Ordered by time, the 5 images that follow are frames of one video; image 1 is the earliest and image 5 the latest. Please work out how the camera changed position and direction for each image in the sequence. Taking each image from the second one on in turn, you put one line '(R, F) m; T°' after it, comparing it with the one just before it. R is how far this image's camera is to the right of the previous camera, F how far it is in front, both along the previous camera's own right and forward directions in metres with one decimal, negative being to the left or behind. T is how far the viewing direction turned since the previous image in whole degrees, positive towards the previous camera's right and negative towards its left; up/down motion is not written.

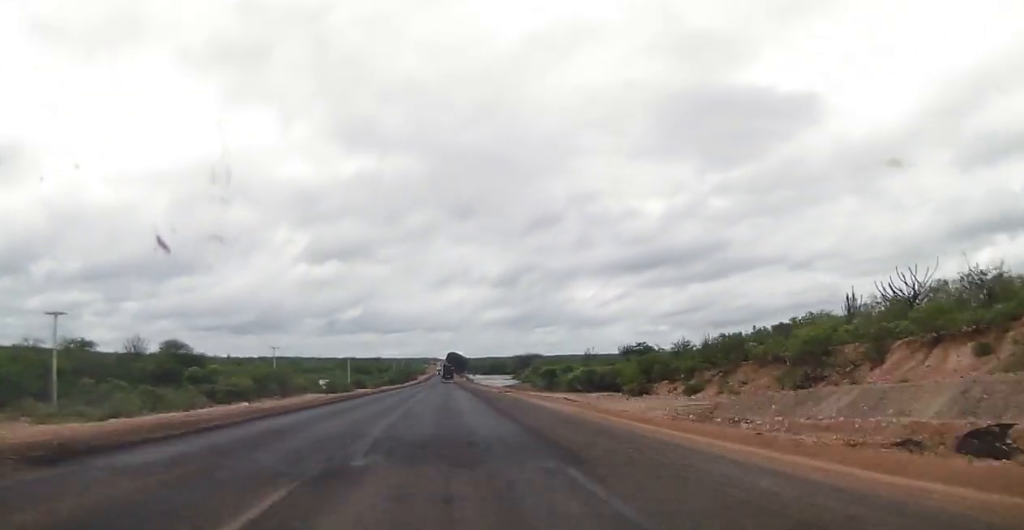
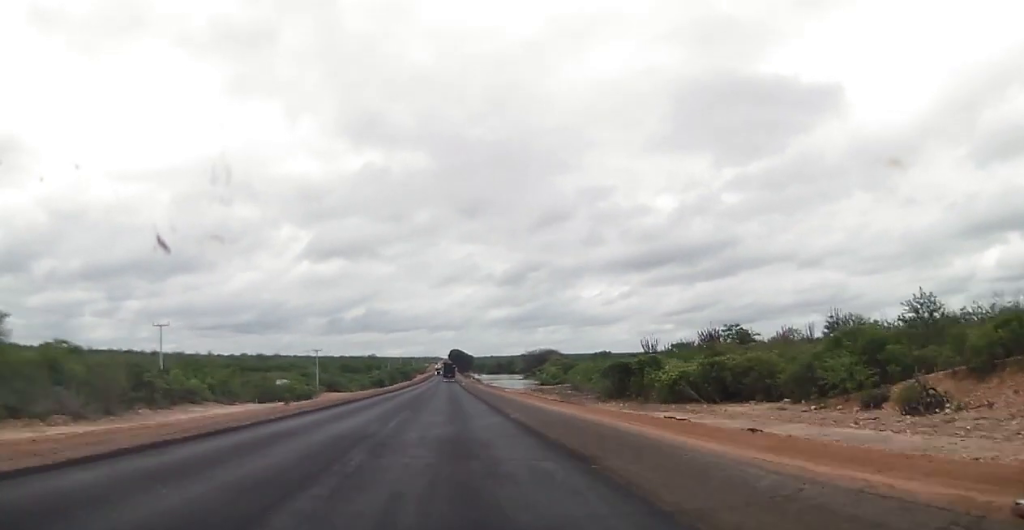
(0.0, +57.9) m; 0°
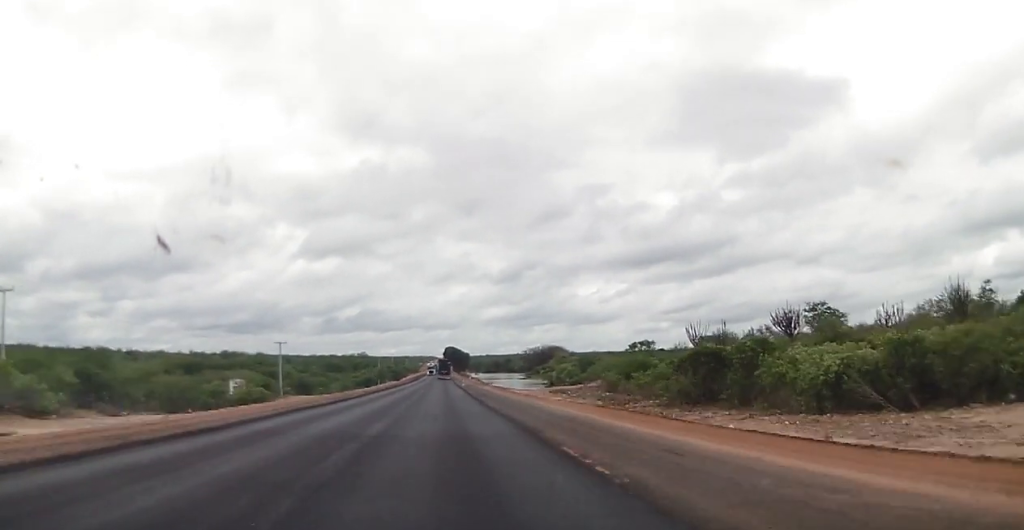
(-0.1, +31.9) m; 0°
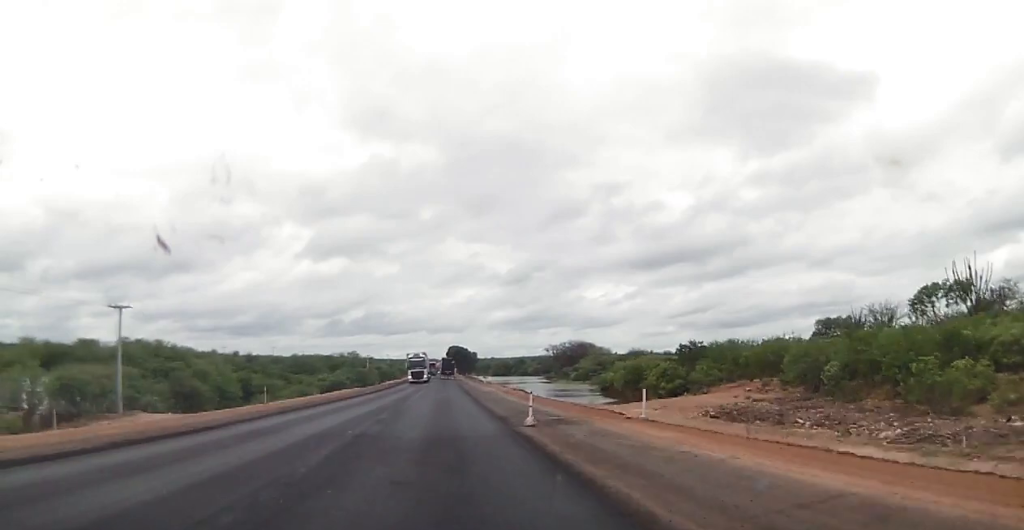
(-0.6, +68.3) m; -1°
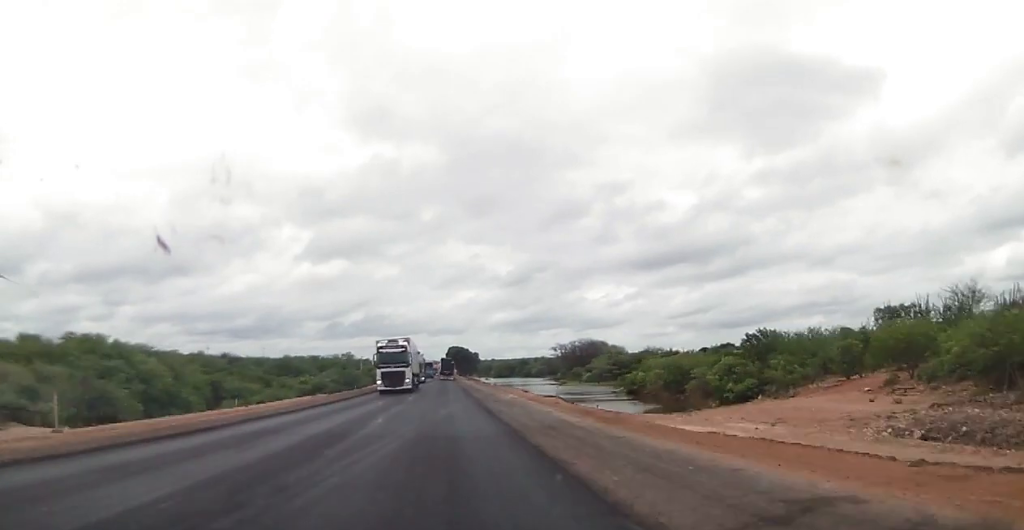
(+0.4, +22.0) m; 0°
